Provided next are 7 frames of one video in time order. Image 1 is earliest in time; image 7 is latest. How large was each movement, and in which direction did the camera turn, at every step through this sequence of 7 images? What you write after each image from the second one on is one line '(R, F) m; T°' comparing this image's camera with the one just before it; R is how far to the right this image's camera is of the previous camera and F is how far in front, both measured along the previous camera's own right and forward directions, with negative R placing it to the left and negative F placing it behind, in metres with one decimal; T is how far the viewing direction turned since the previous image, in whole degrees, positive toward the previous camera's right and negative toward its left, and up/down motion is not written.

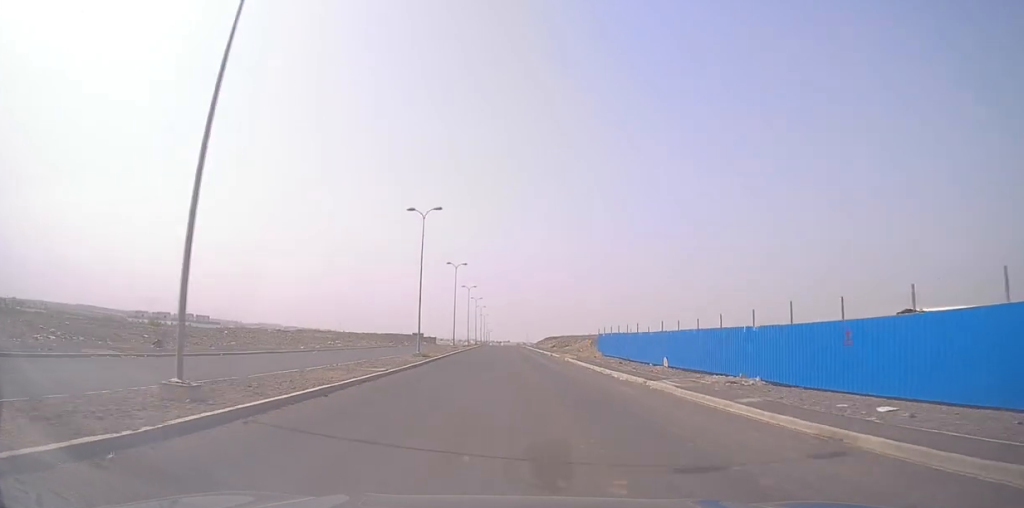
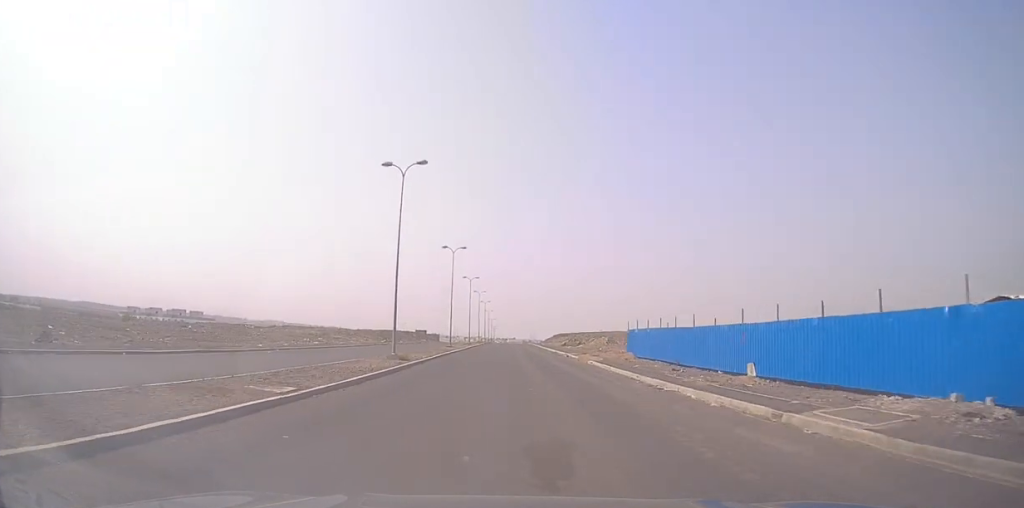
(-0.1, +10.8) m; 0°
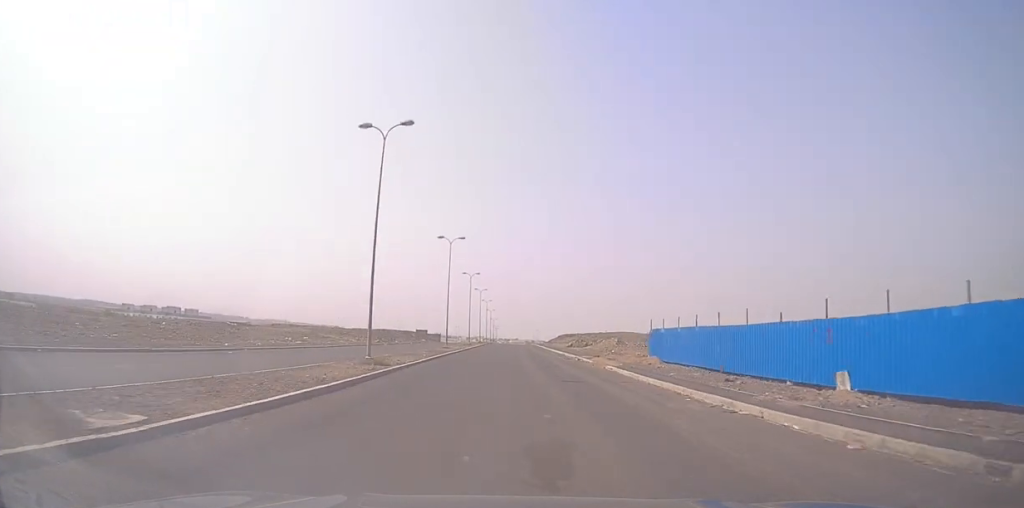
(0.0, +6.1) m; -1°
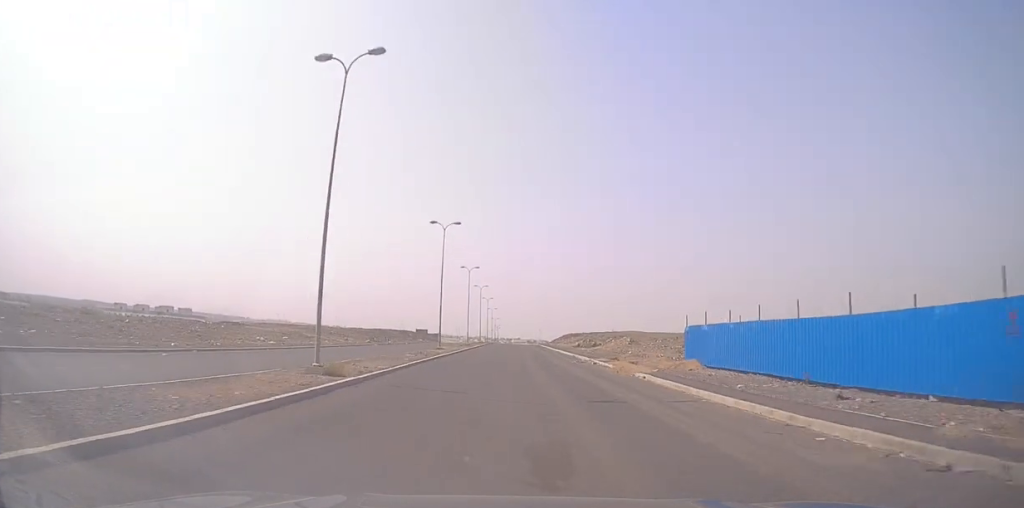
(+0.1, +7.1) m; -1°
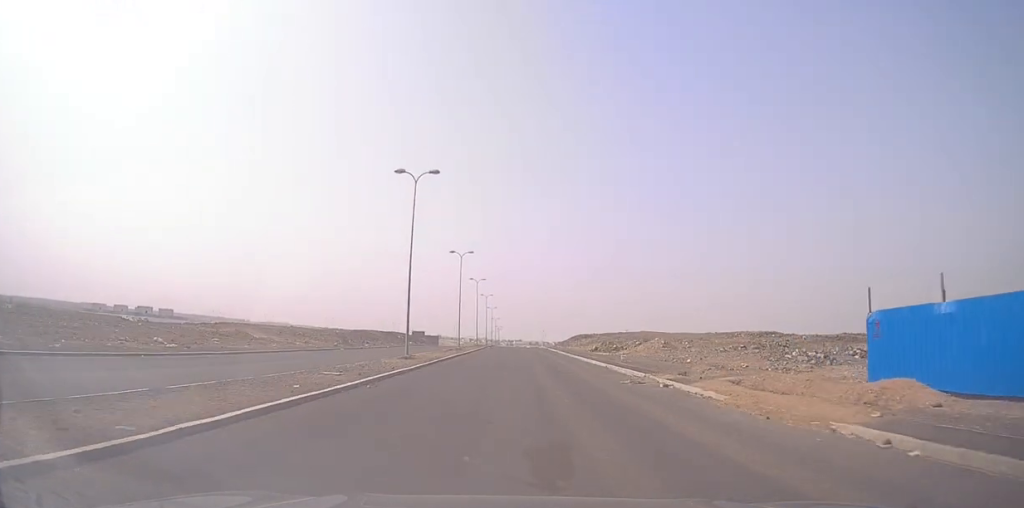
(-0.5, +16.1) m; 0°
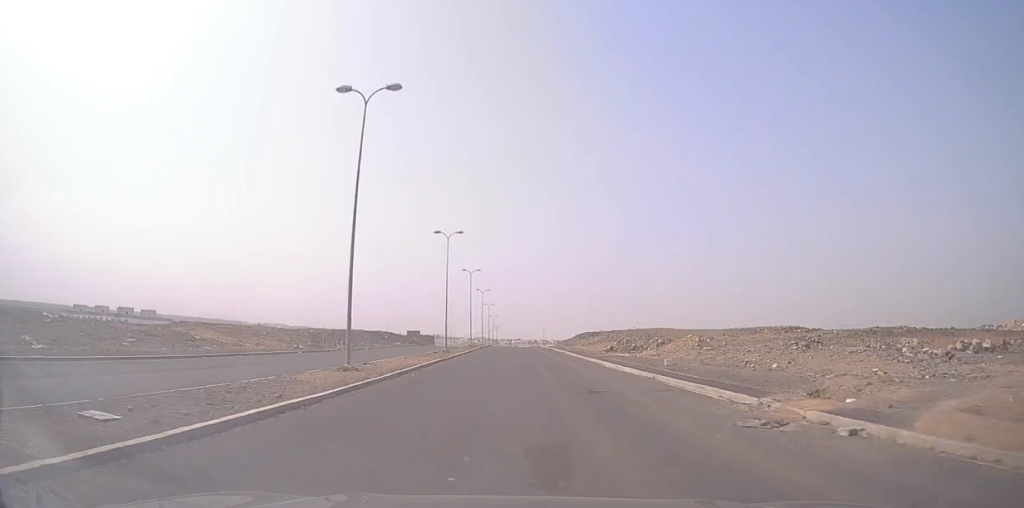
(+0.4, +11.6) m; 0°
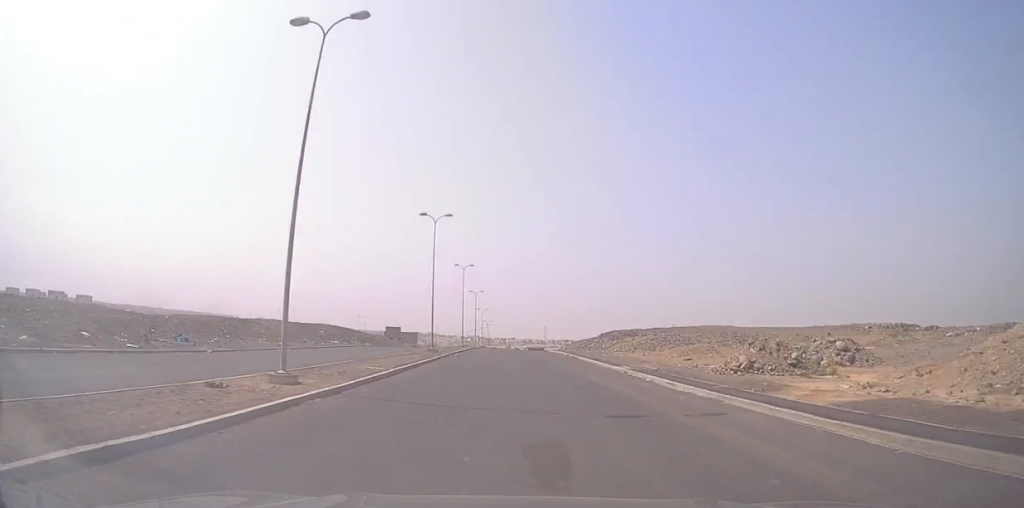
(+0.4, +36.4) m; +2°
